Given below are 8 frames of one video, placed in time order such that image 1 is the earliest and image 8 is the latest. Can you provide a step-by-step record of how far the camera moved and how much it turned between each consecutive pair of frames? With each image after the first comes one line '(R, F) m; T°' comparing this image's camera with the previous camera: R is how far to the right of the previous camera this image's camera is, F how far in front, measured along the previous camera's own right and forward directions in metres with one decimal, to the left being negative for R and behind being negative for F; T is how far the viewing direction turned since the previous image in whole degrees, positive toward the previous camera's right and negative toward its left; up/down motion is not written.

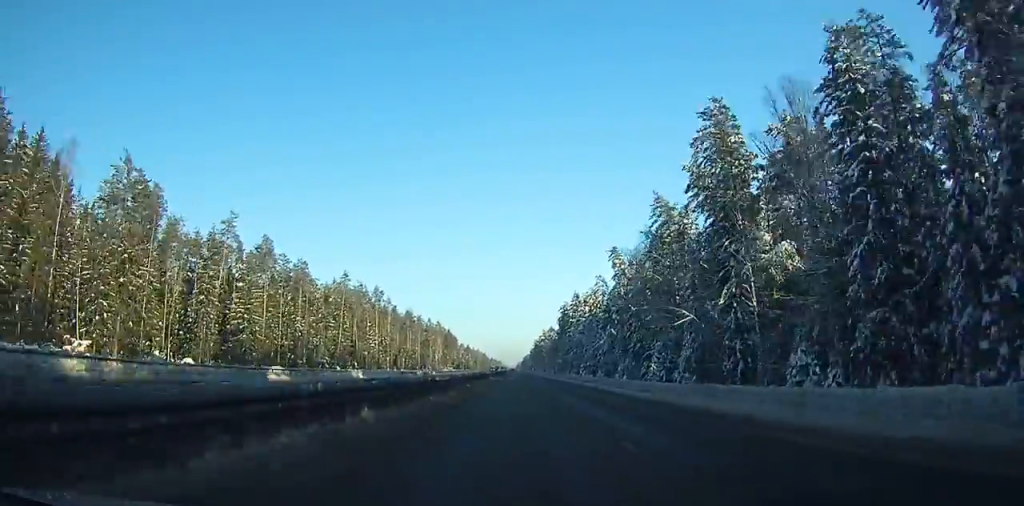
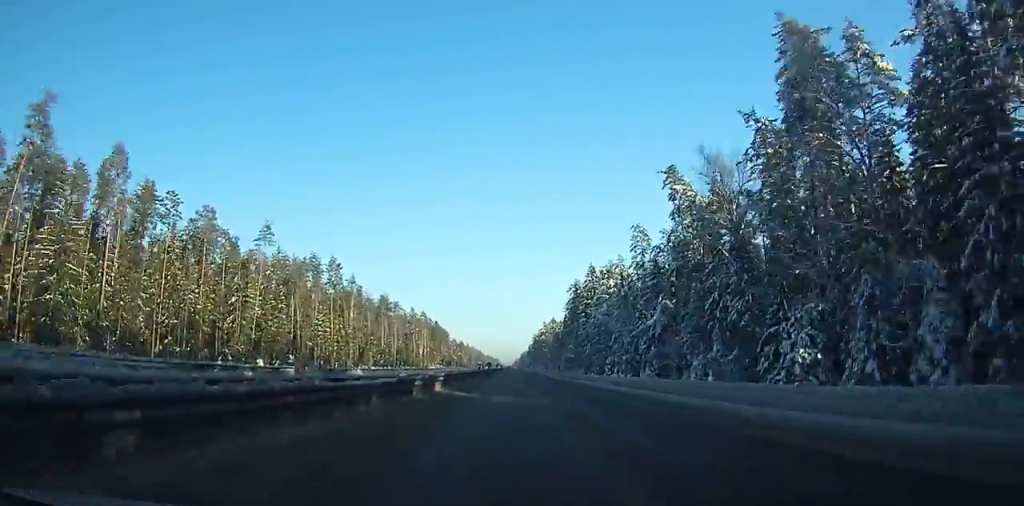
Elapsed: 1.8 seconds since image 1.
(+0.5, +53.6) m; +1°
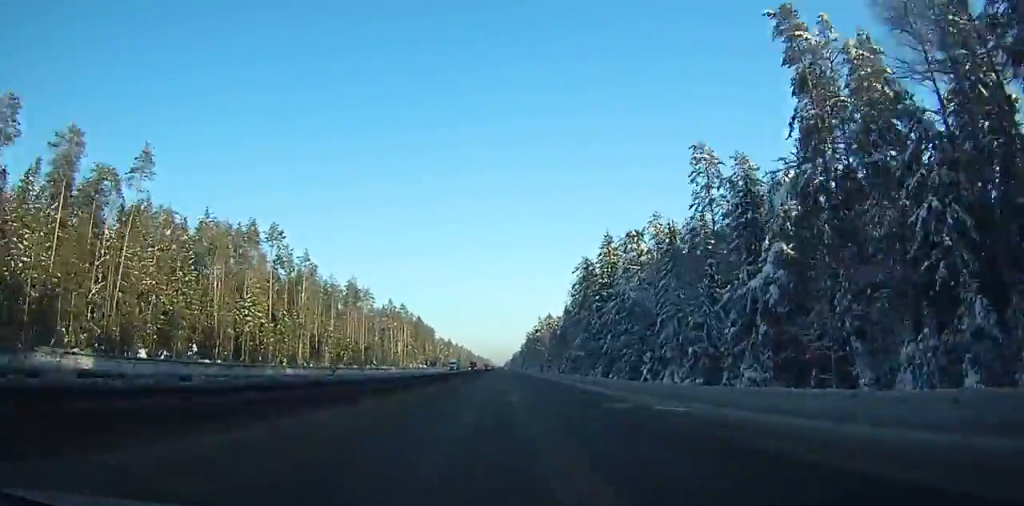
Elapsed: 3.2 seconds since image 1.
(+0.3, +41.6) m; 0°
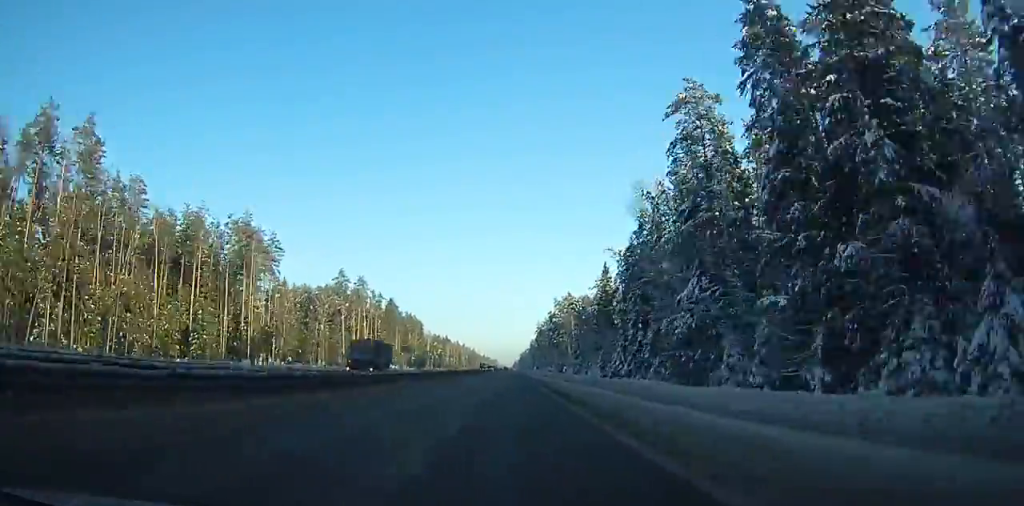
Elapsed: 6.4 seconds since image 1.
(+0.1, +94.5) m; -1°
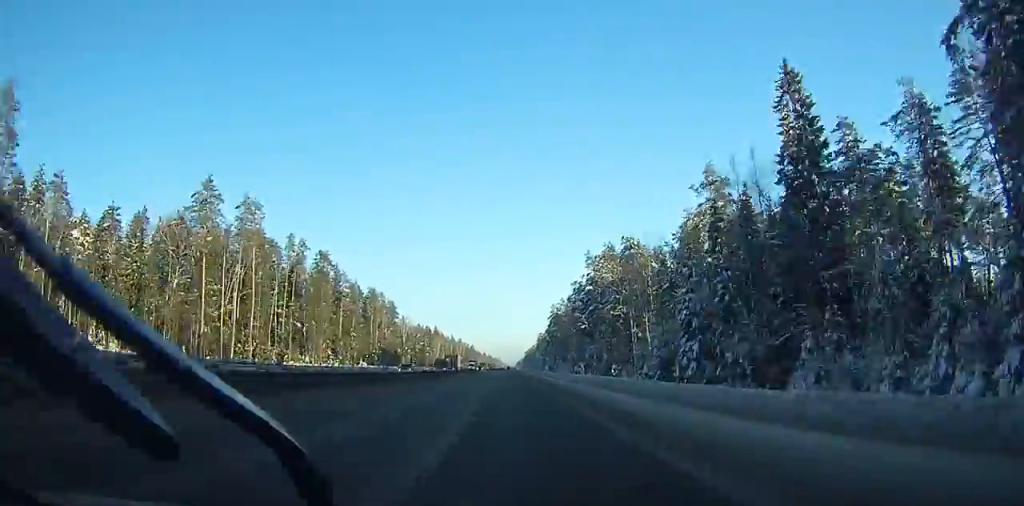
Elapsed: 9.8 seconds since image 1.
(-1.0, +99.5) m; -1°
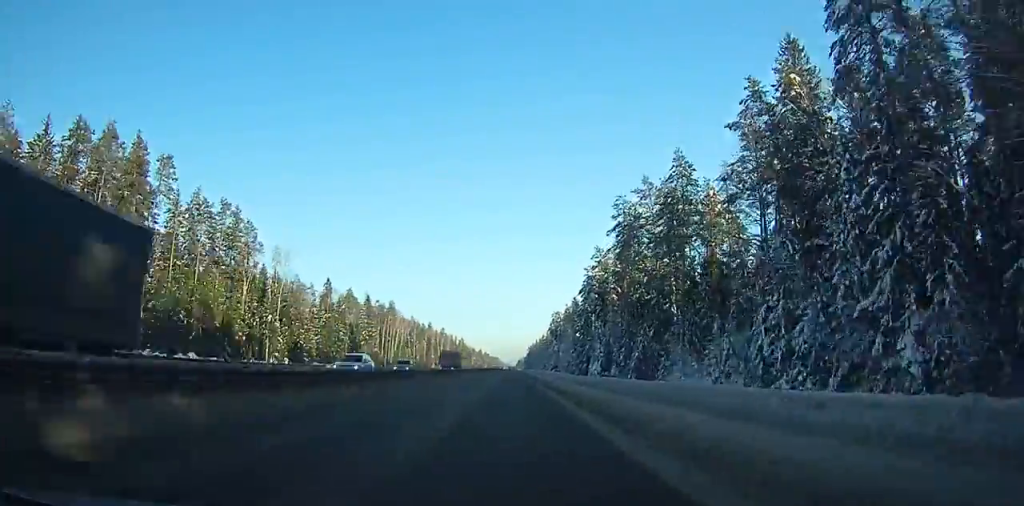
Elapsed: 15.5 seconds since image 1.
(+0.3, +165.6) m; 0°
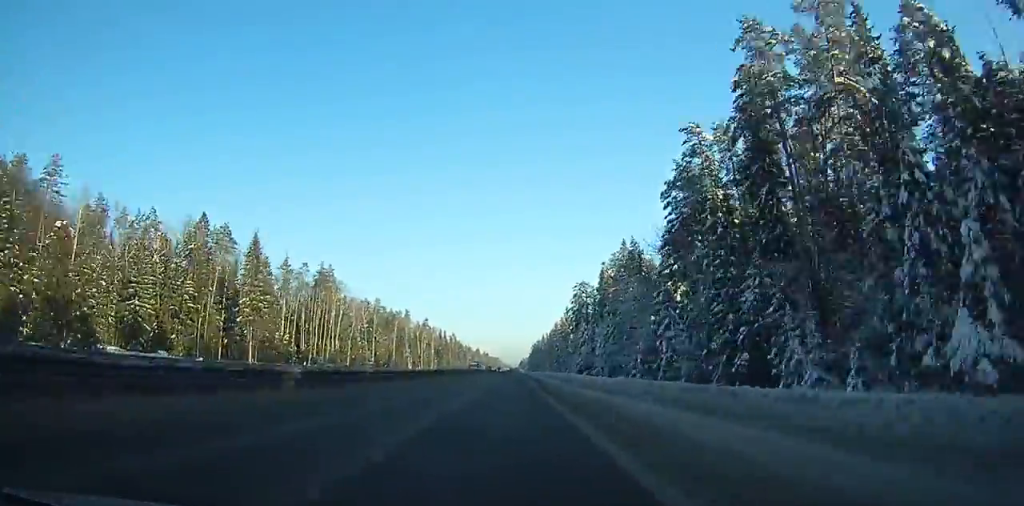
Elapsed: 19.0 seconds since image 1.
(+0.2, +101.3) m; 0°
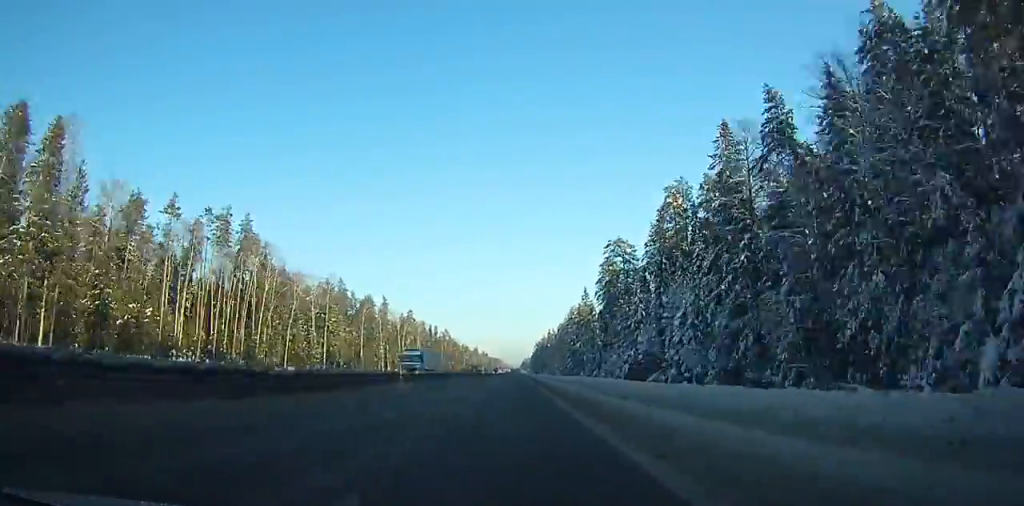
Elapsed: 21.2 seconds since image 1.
(-0.1, +63.8) m; 0°
